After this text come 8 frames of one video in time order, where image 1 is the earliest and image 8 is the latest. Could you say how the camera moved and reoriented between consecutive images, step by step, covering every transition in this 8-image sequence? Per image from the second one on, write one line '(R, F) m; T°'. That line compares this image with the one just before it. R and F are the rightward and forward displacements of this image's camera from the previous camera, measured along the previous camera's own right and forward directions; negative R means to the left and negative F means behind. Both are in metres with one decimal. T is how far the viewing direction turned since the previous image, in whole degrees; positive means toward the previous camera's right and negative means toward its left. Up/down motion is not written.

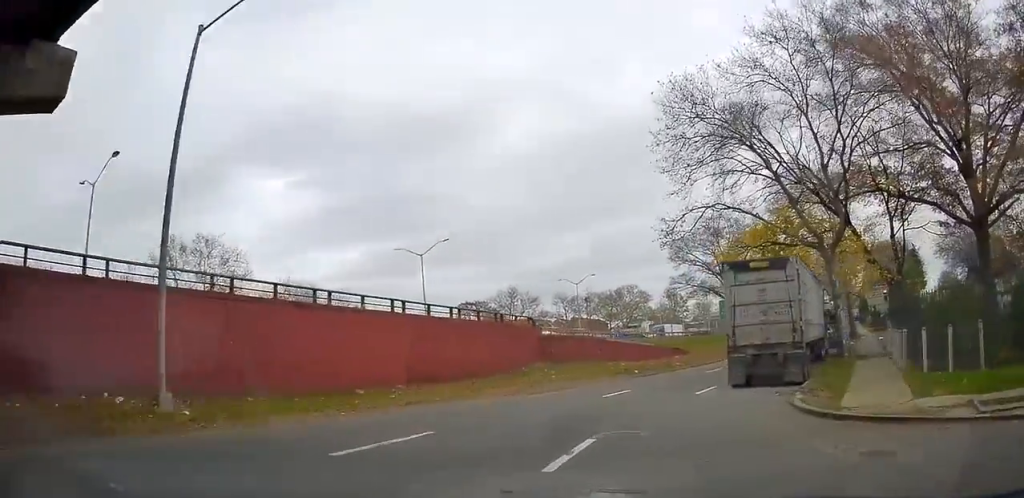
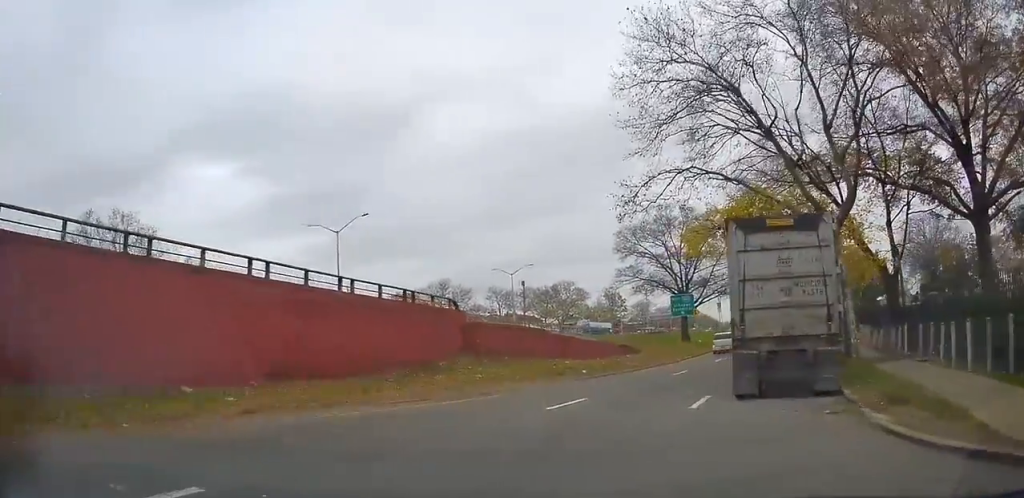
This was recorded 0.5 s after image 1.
(-0.3, +6.3) m; +6°
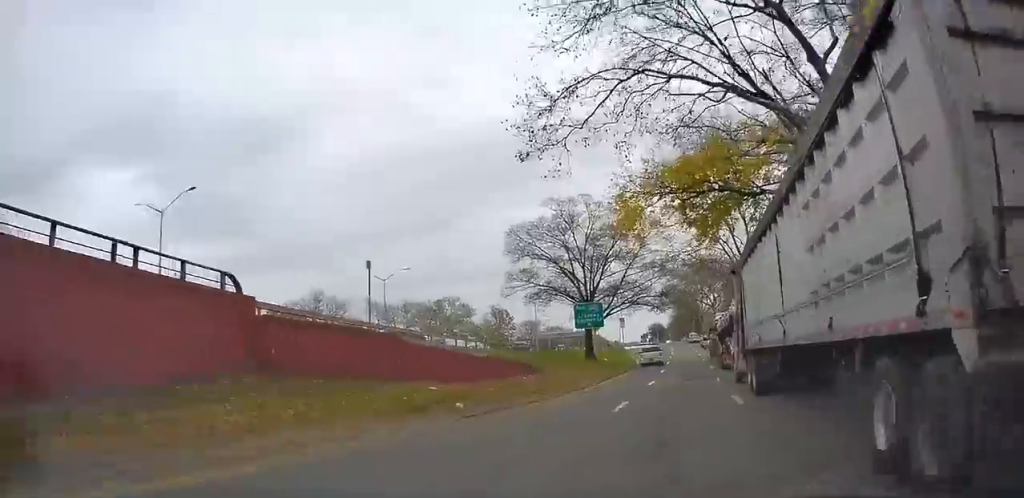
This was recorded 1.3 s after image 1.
(+1.7, +10.4) m; +12°
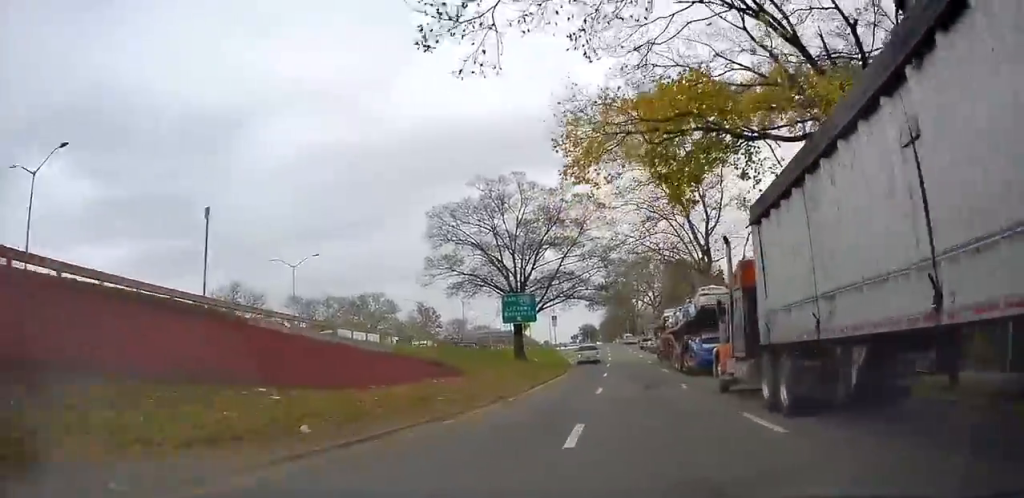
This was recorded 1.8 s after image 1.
(+0.5, +6.3) m; +7°
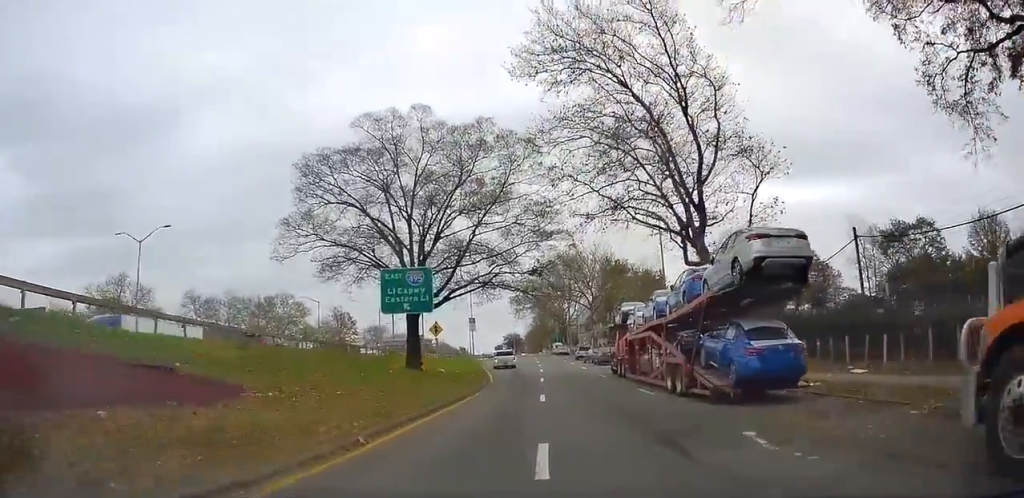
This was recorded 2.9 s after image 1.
(+1.7, +13.4) m; +14°
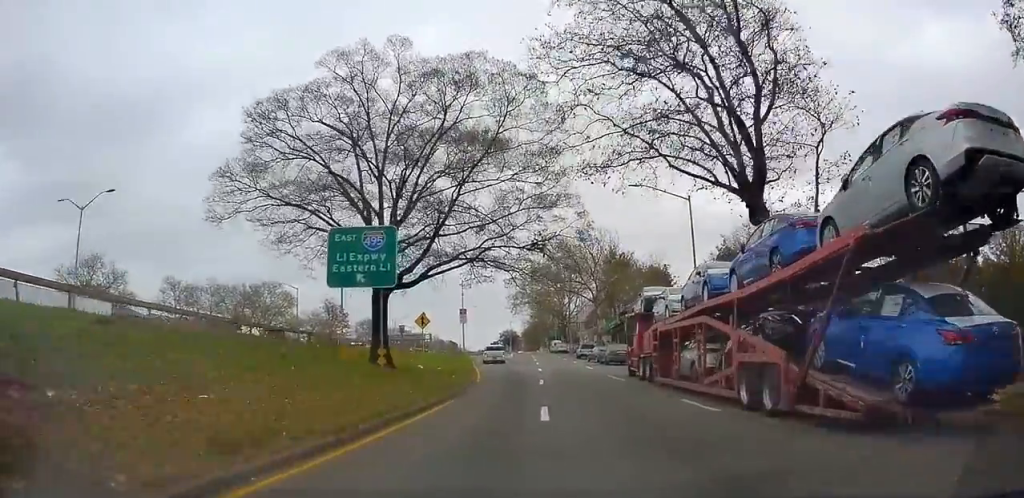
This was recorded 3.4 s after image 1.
(+0.3, +6.3) m; +7°
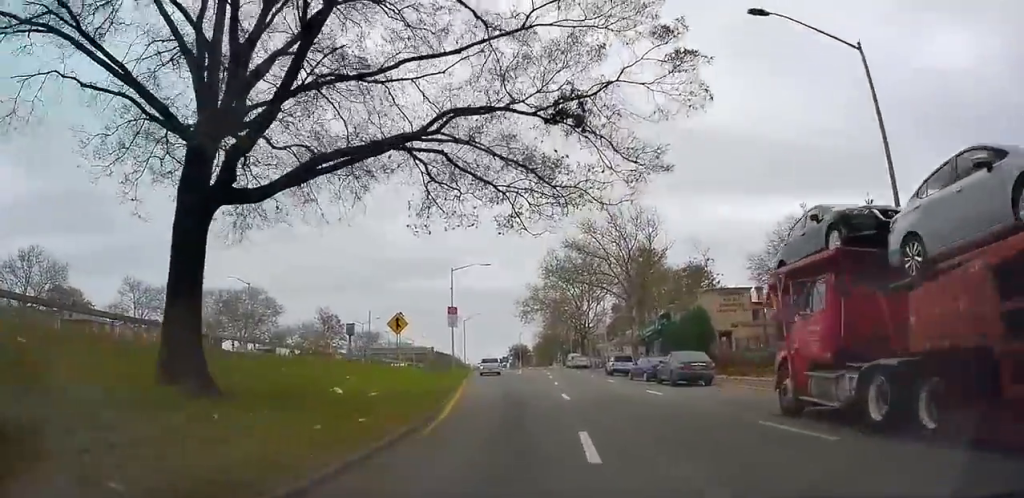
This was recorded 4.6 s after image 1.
(+1.3, +14.7) m; +6°
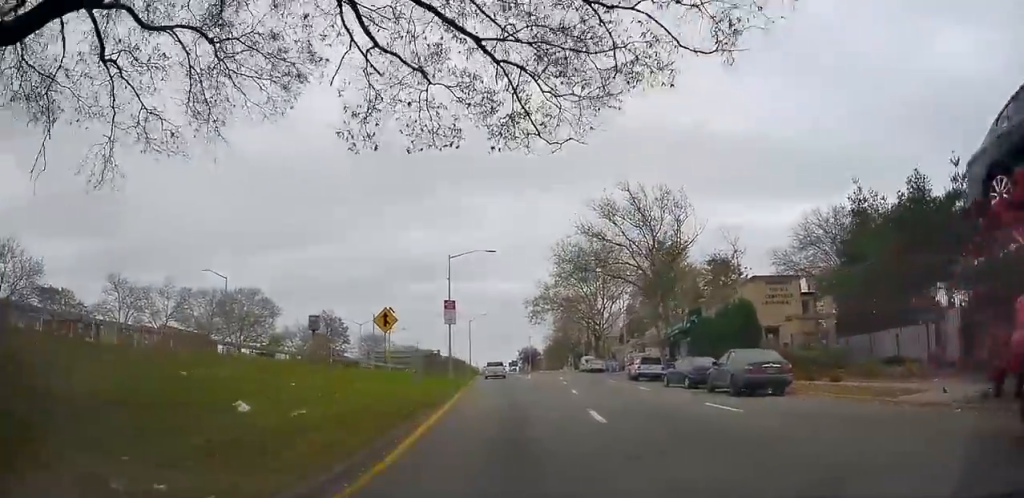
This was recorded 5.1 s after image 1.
(0.0, +6.2) m; +2°
